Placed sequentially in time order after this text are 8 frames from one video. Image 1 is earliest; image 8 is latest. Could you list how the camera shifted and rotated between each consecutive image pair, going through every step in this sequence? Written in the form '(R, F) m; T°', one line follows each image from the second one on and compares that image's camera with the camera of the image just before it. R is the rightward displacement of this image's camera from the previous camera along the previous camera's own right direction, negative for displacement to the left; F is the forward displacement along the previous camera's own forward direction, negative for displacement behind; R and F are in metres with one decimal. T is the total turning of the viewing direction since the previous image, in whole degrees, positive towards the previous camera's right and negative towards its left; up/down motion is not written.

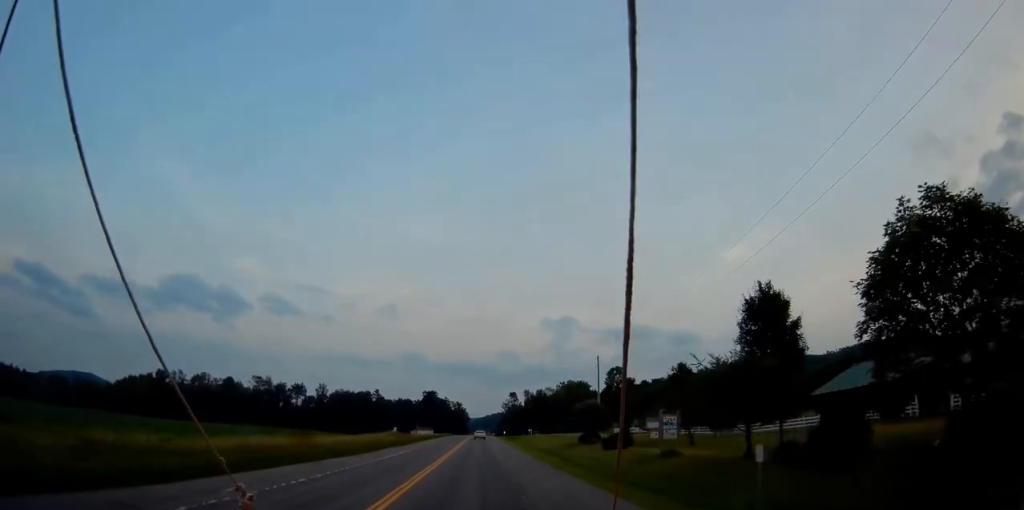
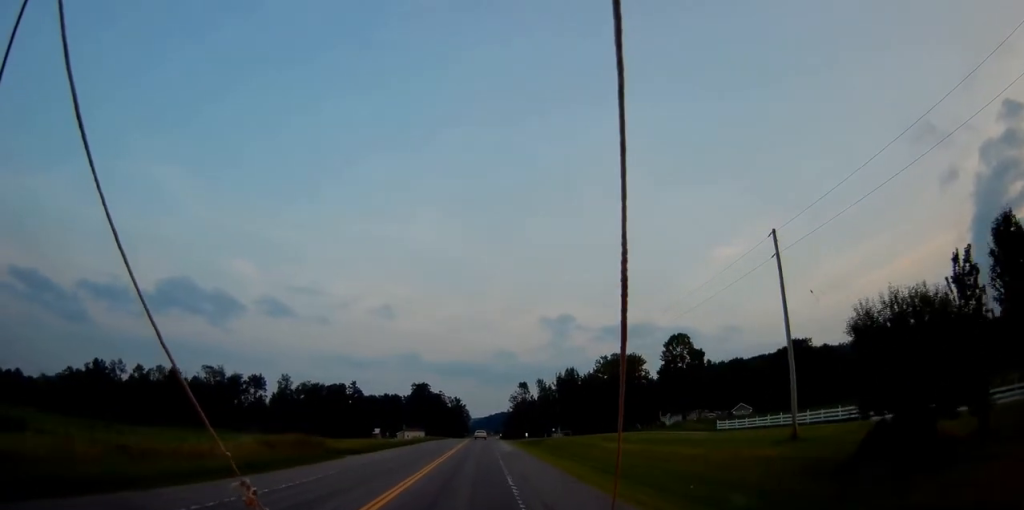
(+0.1, +53.9) m; +1°
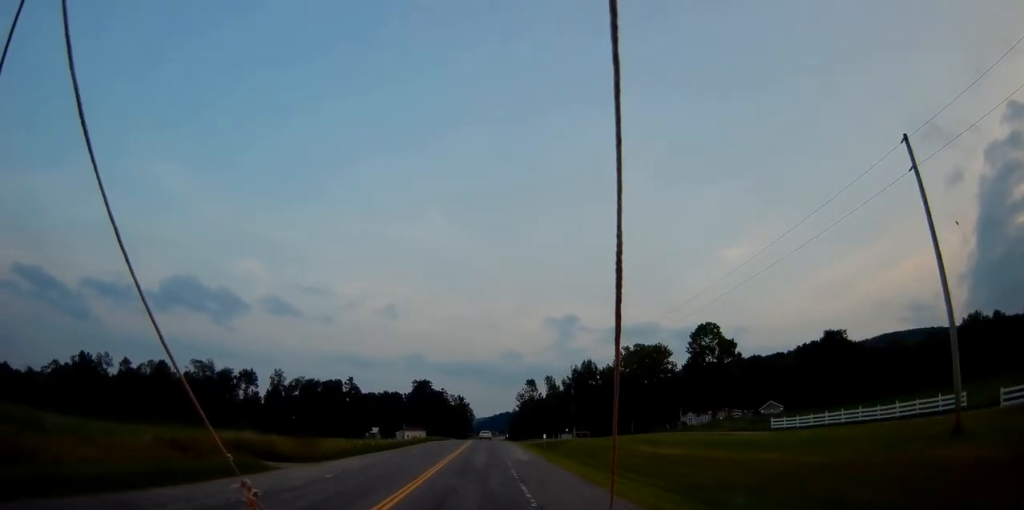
(0.0, +12.7) m; 0°
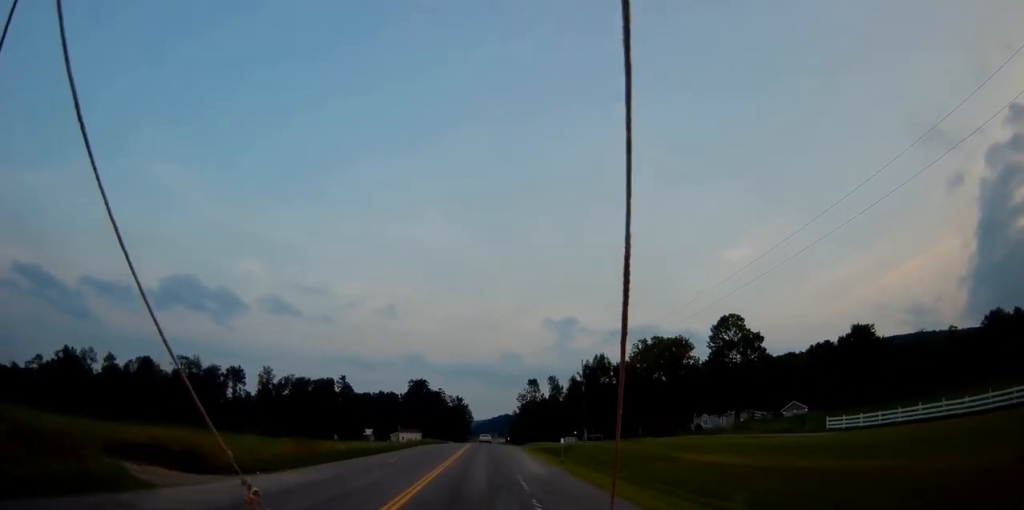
(+0.1, +10.3) m; 0°
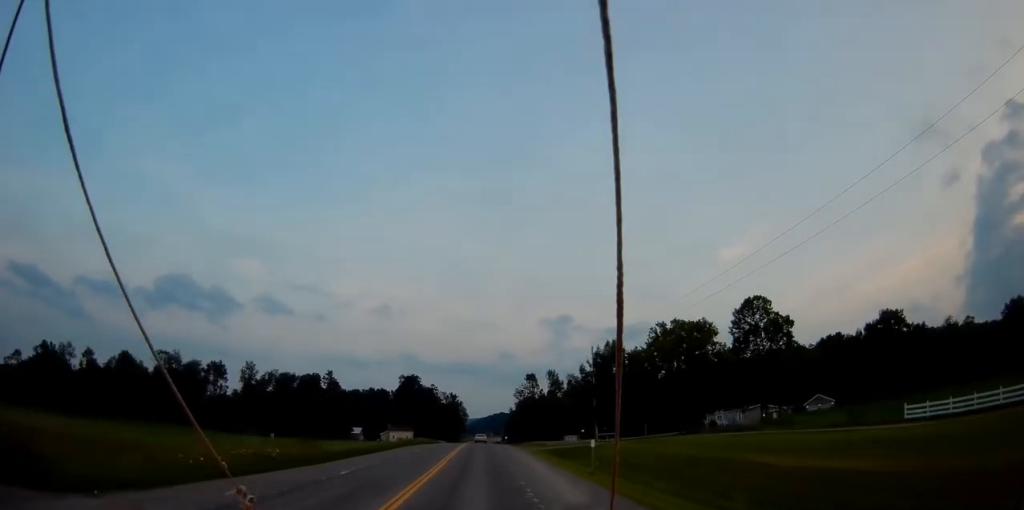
(-0.2, +11.2) m; 0°
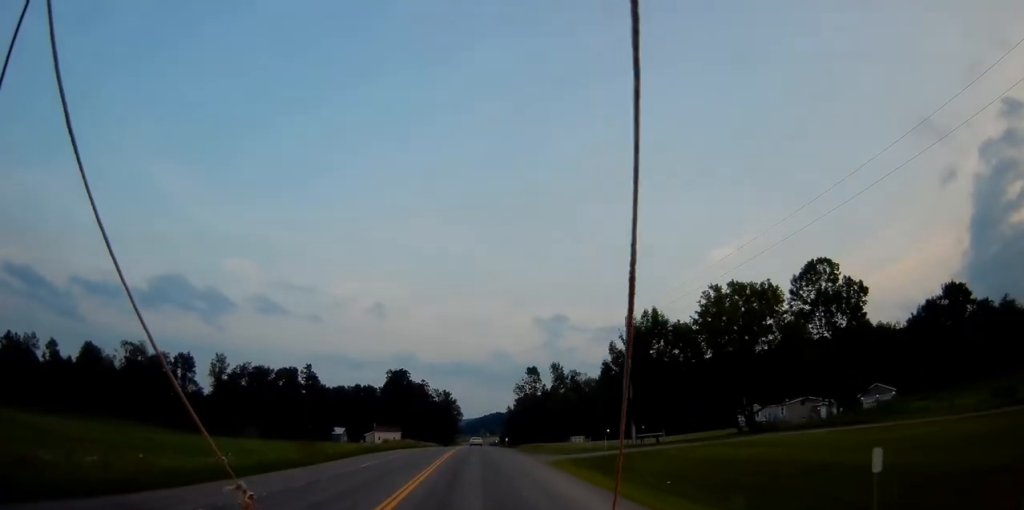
(-0.1, +19.2) m; 0°
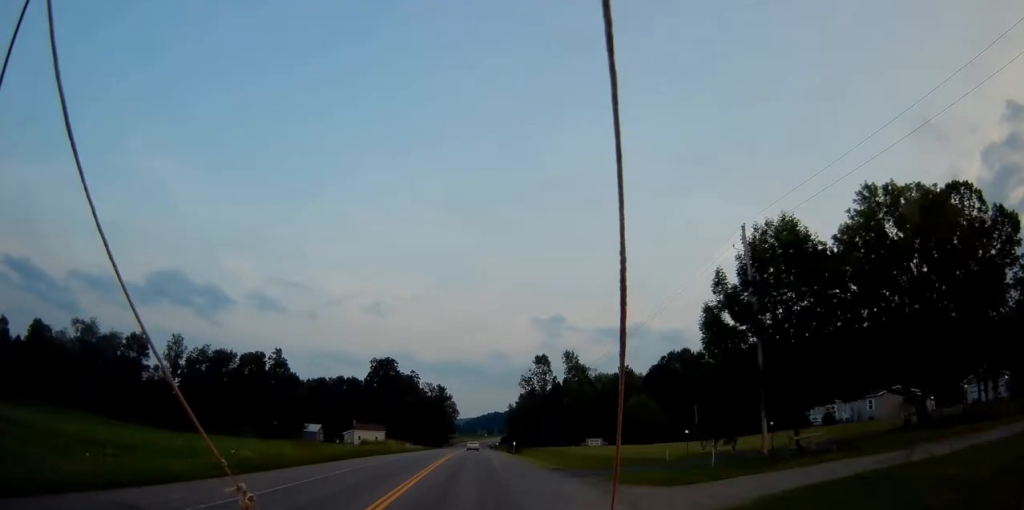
(+0.1, +25.6) m; 0°
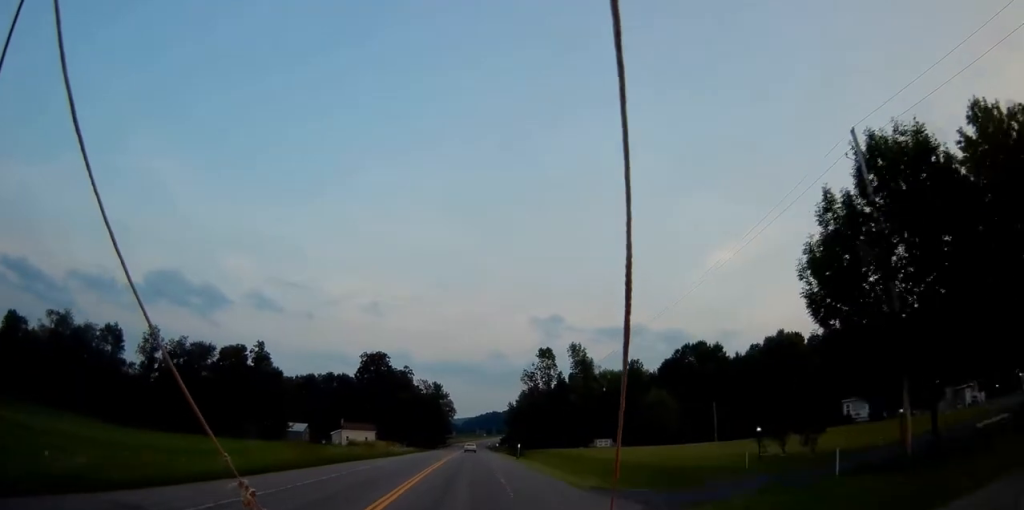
(-0.1, +11.2) m; 0°
